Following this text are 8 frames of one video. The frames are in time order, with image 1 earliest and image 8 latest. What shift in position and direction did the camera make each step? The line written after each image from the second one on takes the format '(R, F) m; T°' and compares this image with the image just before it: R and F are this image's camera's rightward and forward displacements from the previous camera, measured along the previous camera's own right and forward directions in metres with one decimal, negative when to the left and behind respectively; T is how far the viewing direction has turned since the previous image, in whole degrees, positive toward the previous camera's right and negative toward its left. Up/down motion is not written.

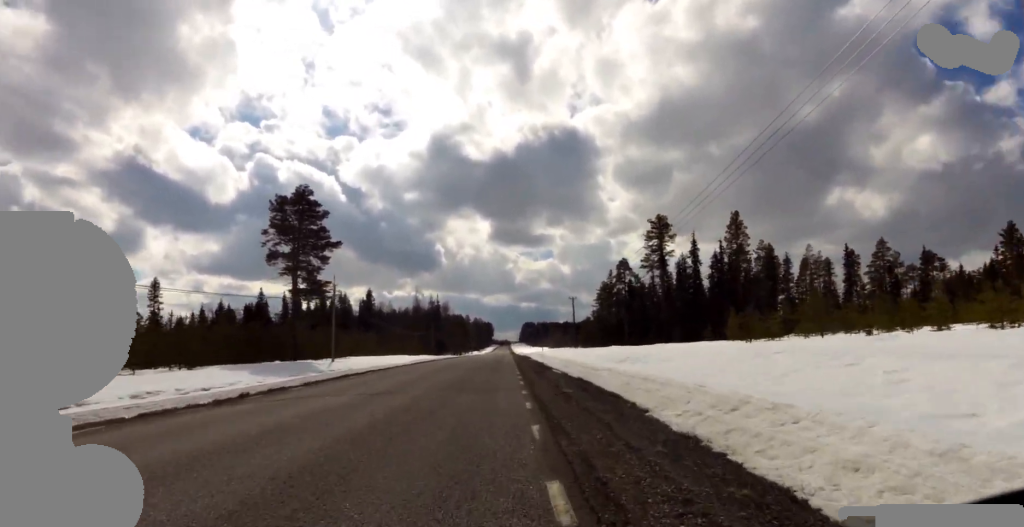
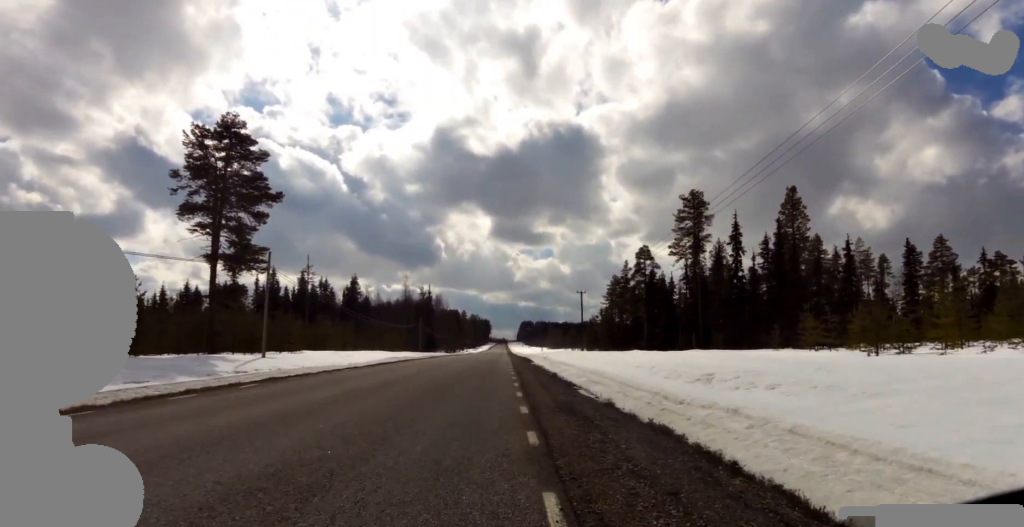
(0.0, +12.0) m; 0°
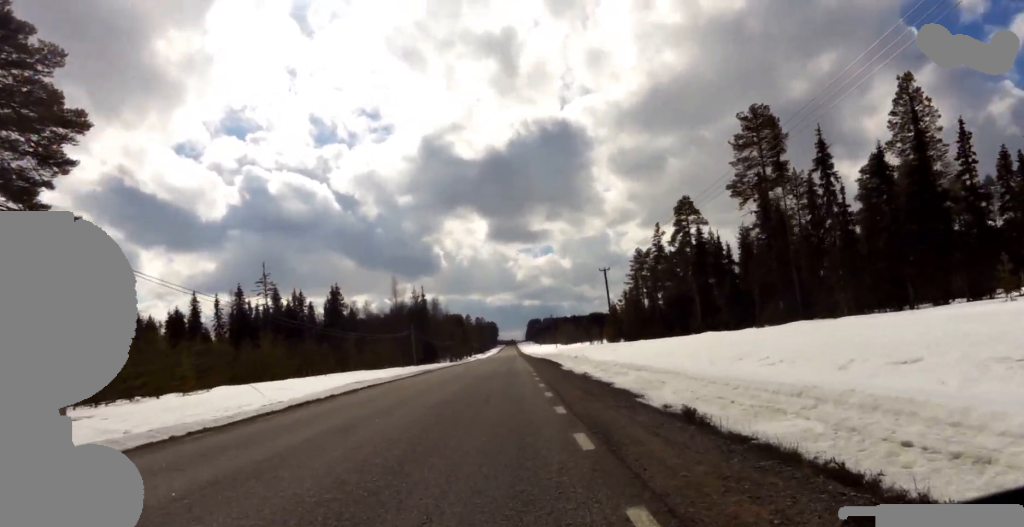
(-0.6, +15.4) m; -1°
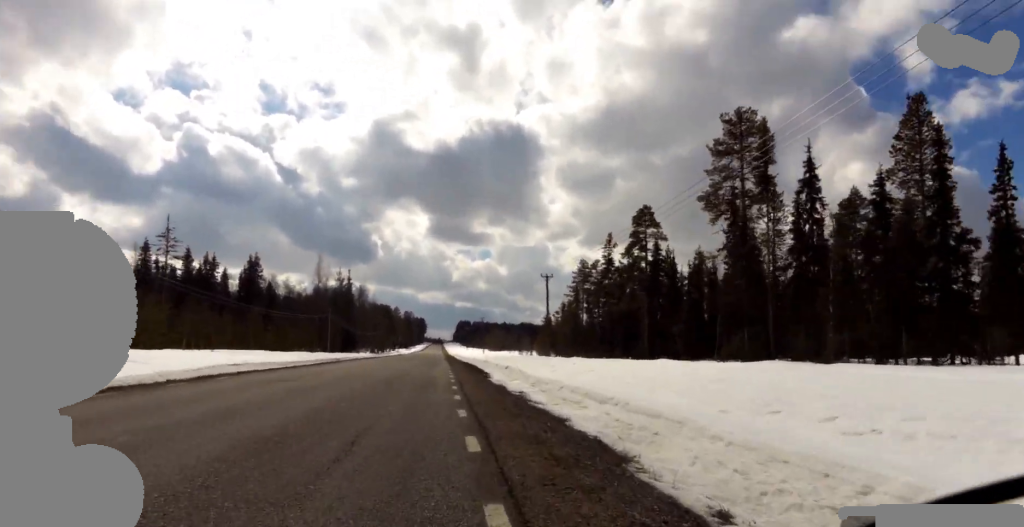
(+0.1, +5.6) m; +1°
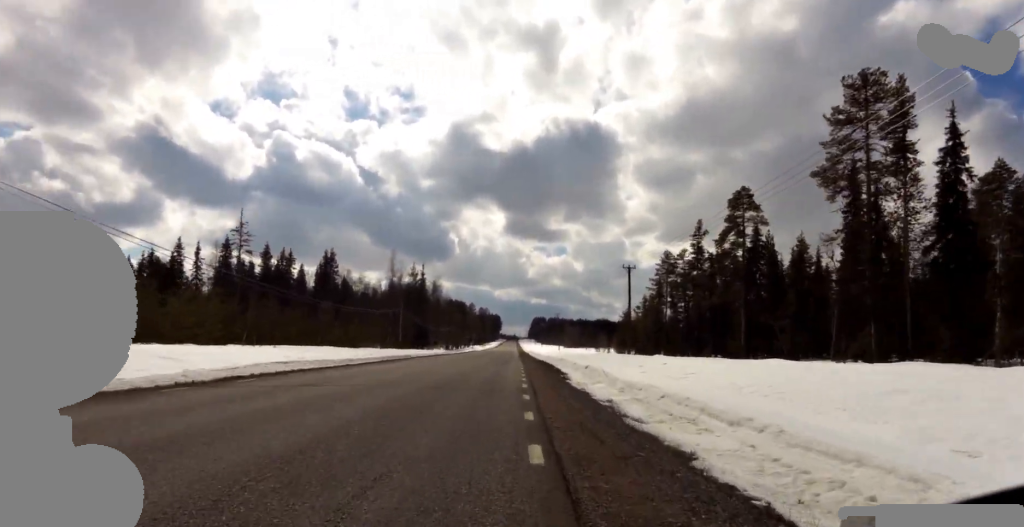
(+0.4, +3.6) m; 0°
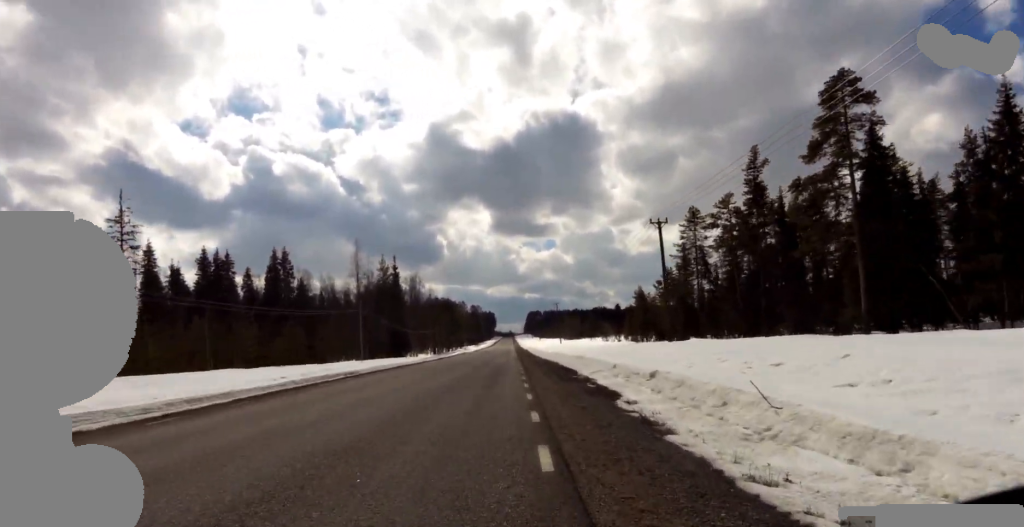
(-0.7, +15.6) m; -2°
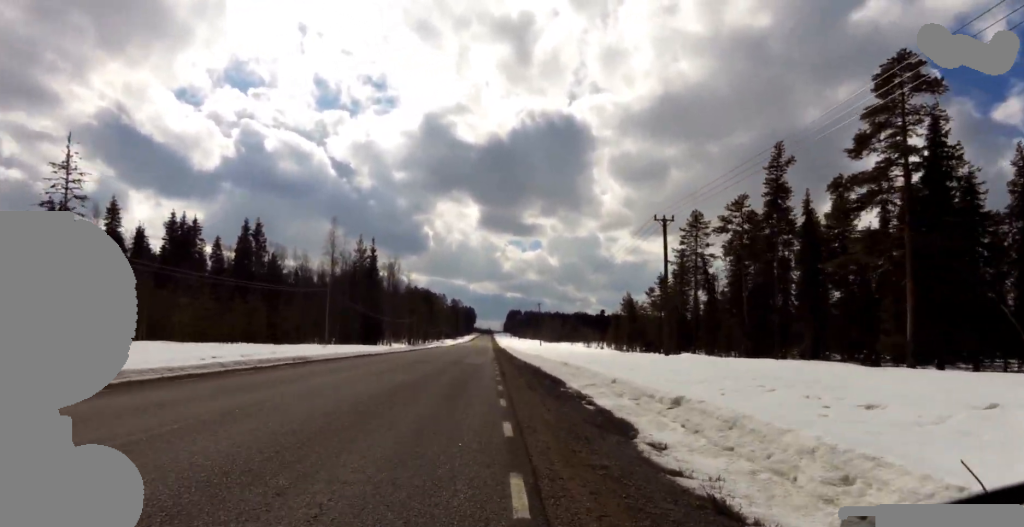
(+0.1, +4.4) m; +1°
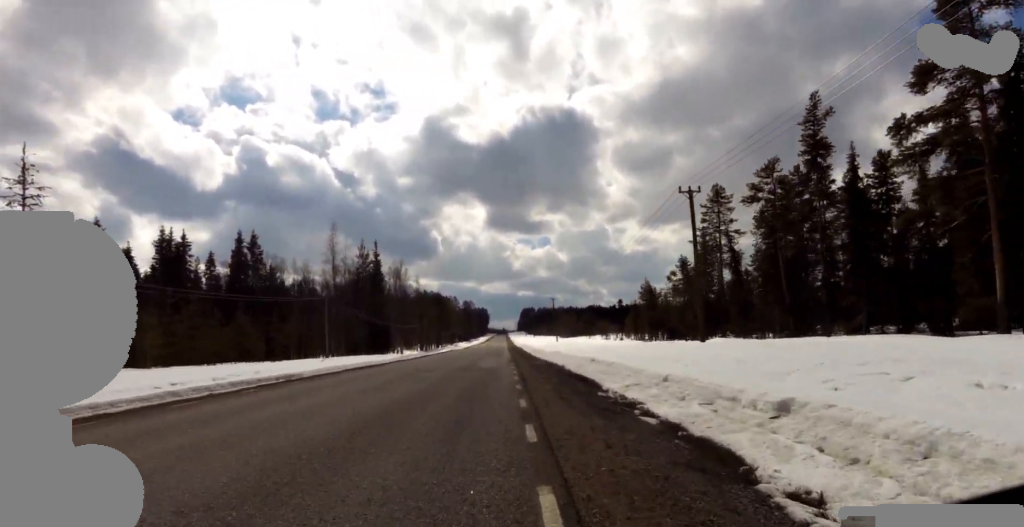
(0.0, +3.7) m; -1°
